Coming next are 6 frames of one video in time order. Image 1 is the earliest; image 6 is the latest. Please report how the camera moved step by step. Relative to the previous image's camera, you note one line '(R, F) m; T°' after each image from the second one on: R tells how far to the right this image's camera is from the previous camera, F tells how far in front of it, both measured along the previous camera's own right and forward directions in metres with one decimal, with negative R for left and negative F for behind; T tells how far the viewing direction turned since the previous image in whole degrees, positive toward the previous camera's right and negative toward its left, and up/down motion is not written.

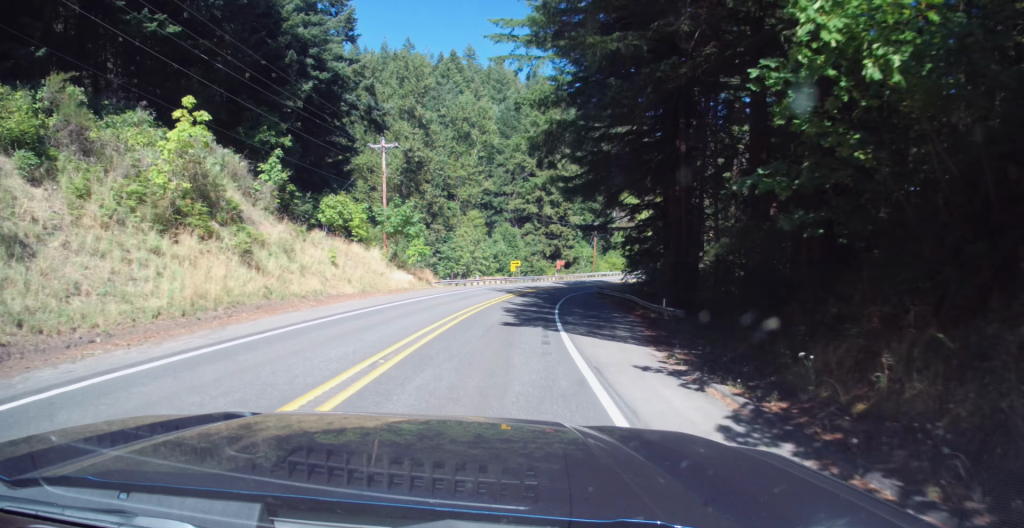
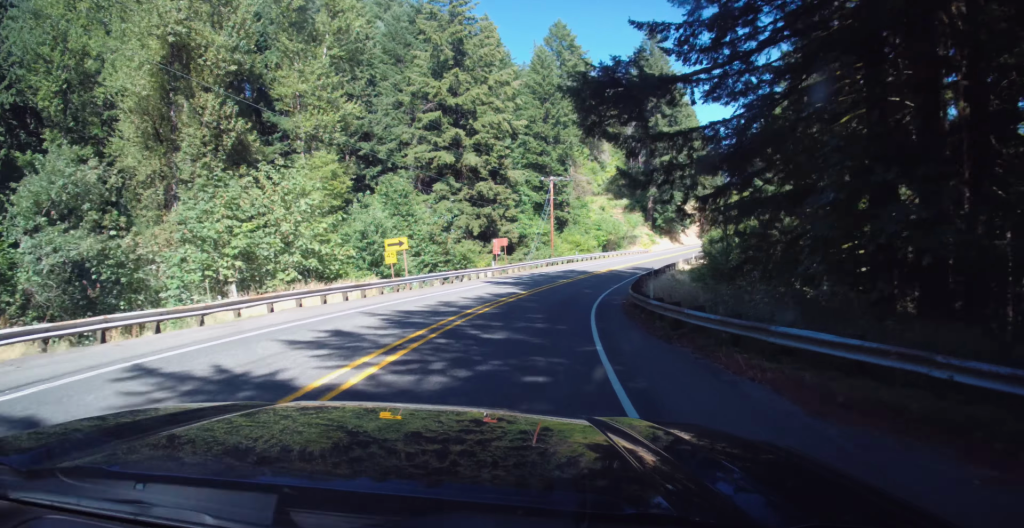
(+2.6, +48.5) m; +6°
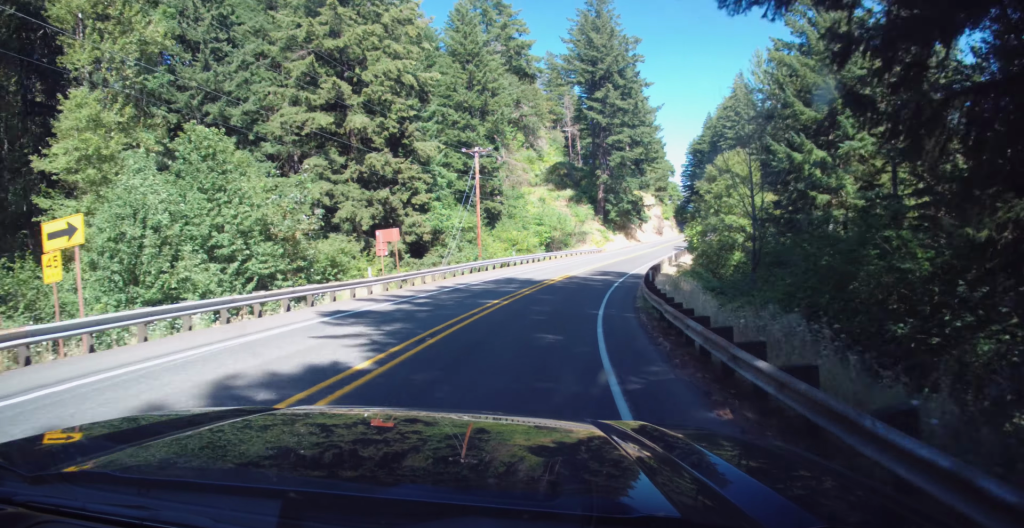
(+0.4, +22.0) m; +4°
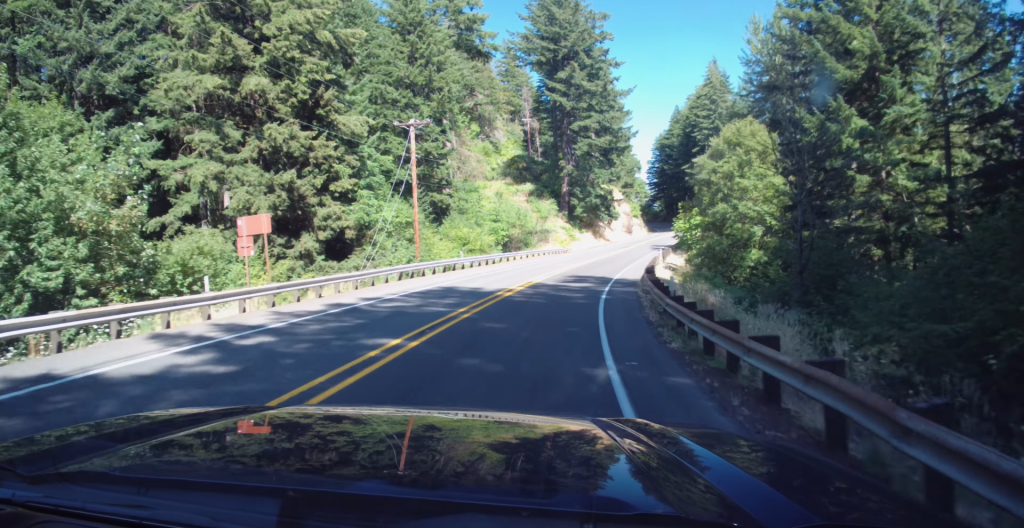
(+0.1, +12.1) m; +3°
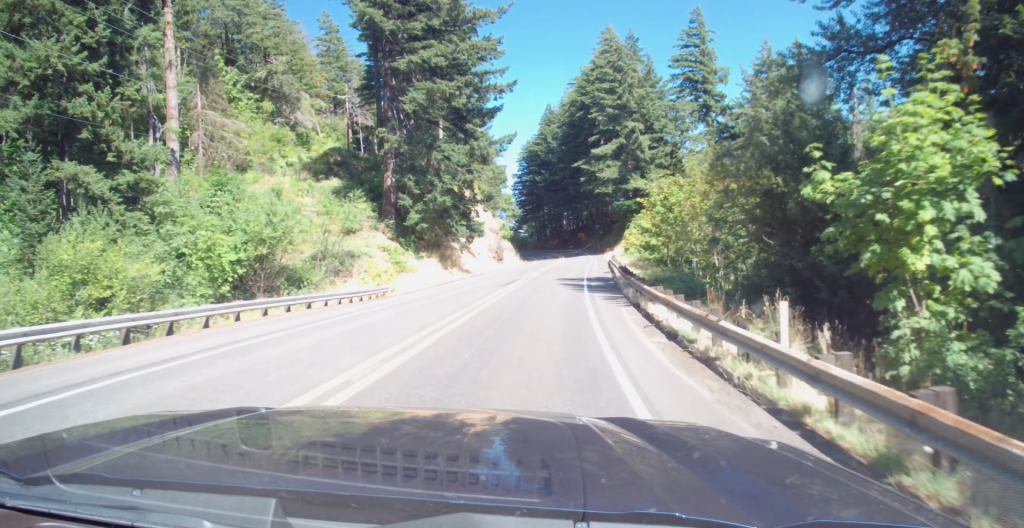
(+5.8, +39.6) m; +15°
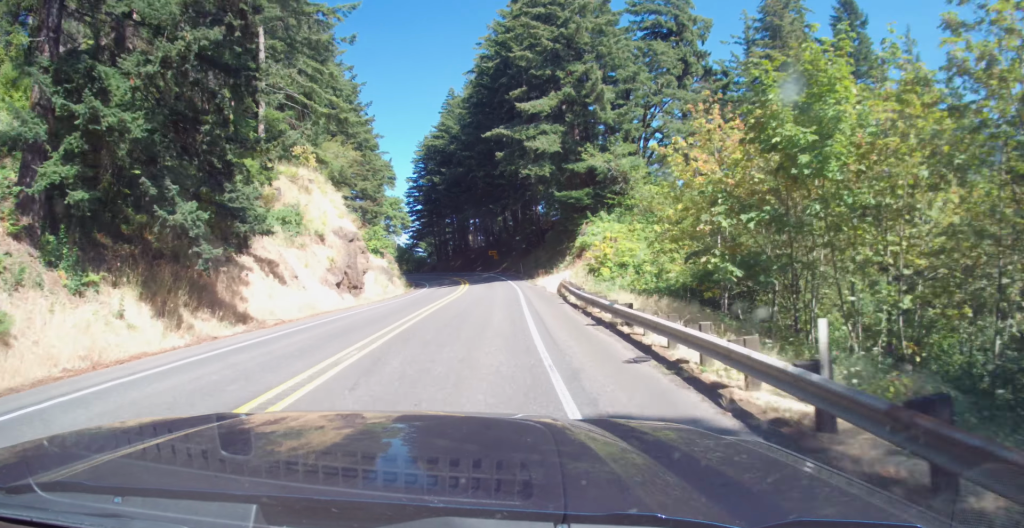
(+1.6, +32.8) m; +6°
